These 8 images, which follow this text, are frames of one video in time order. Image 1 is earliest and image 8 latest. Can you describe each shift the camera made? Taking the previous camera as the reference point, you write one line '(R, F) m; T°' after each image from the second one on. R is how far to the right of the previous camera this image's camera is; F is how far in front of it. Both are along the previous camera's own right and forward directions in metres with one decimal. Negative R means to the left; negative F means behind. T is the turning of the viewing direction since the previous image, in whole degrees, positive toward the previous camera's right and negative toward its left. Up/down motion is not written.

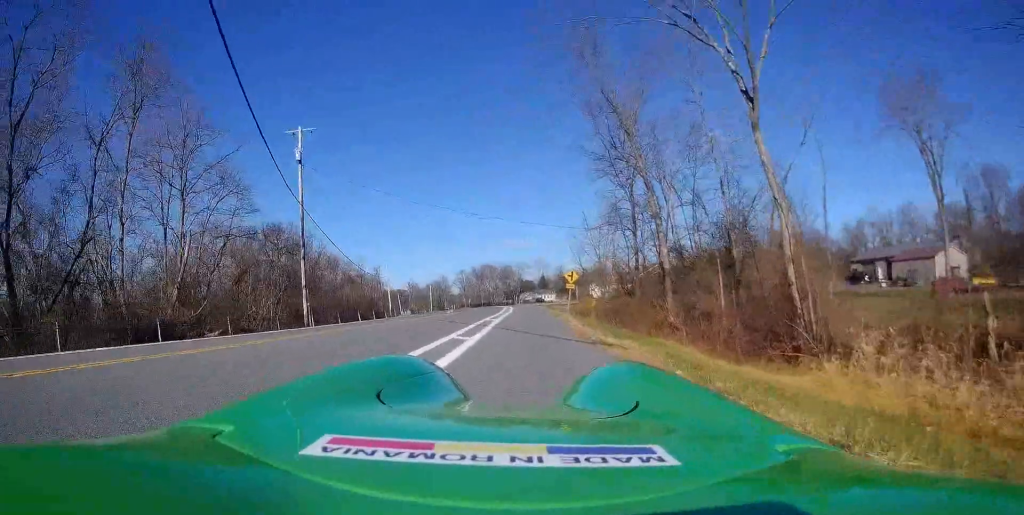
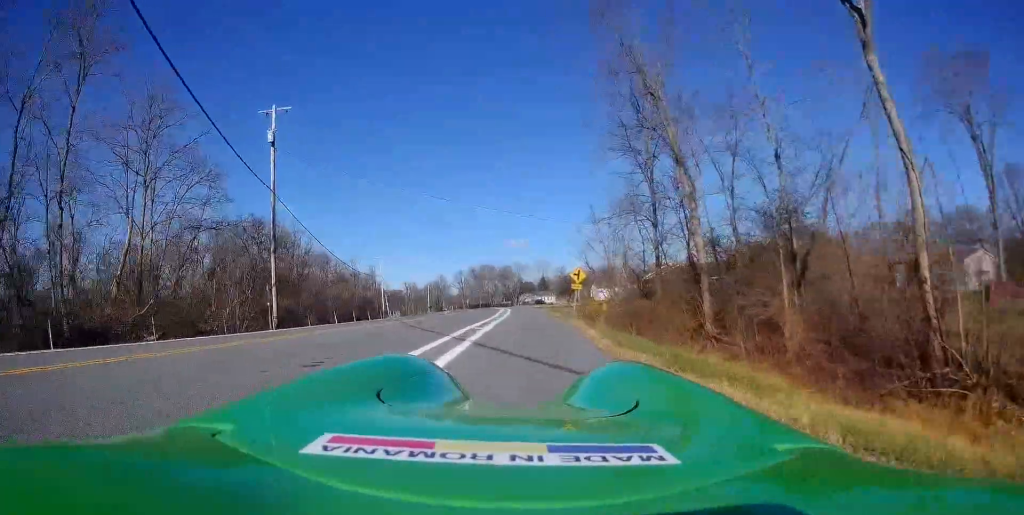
(+0.1, +5.1) m; -1°
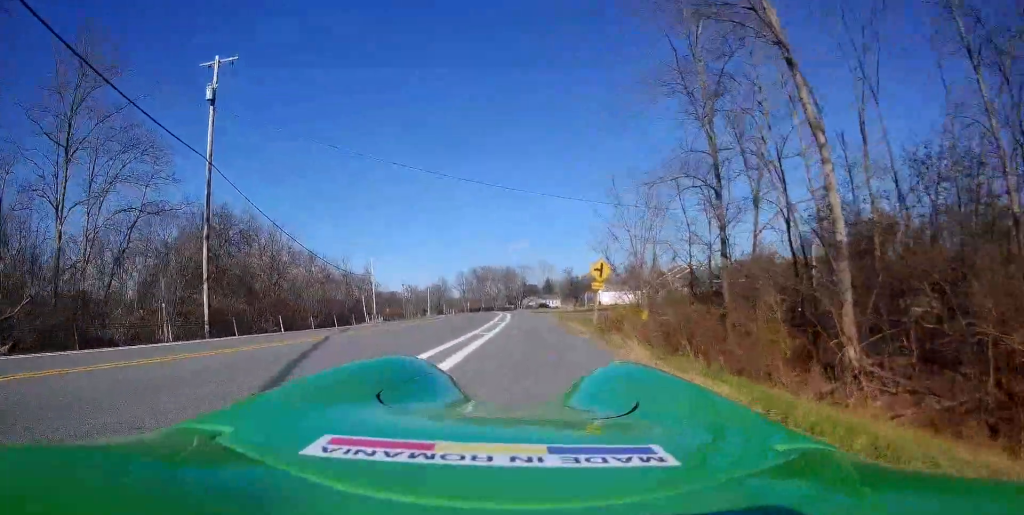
(-0.4, +9.2) m; -1°
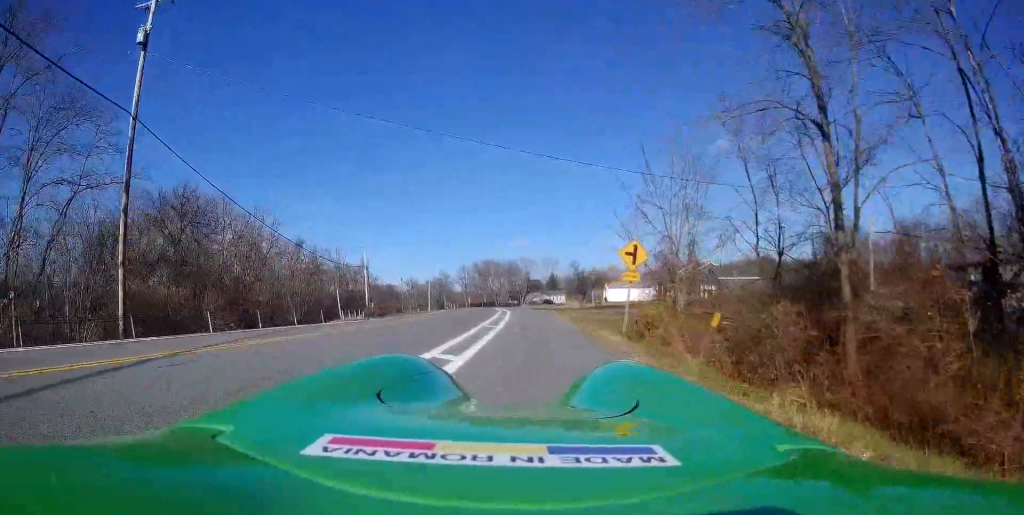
(+0.2, +7.2) m; 0°
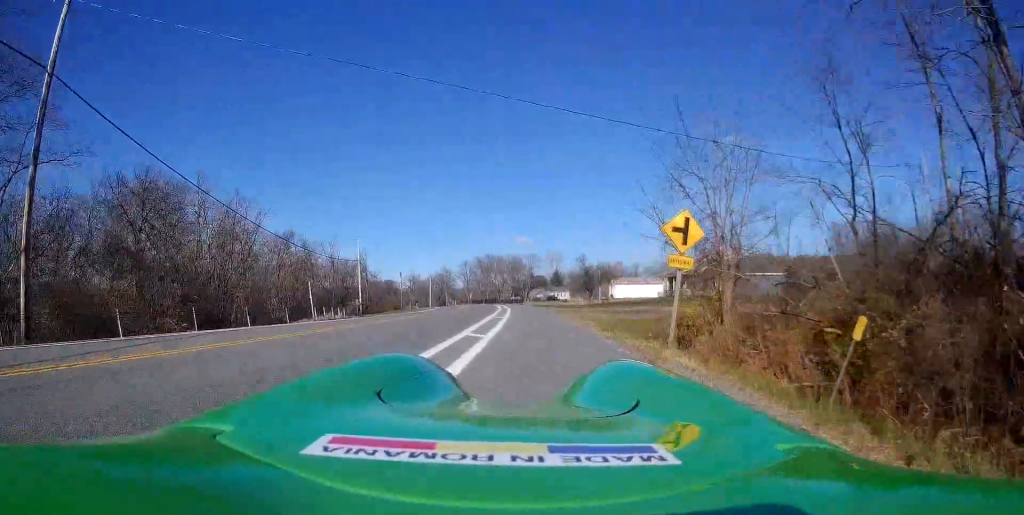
(-0.1, +5.8) m; 0°
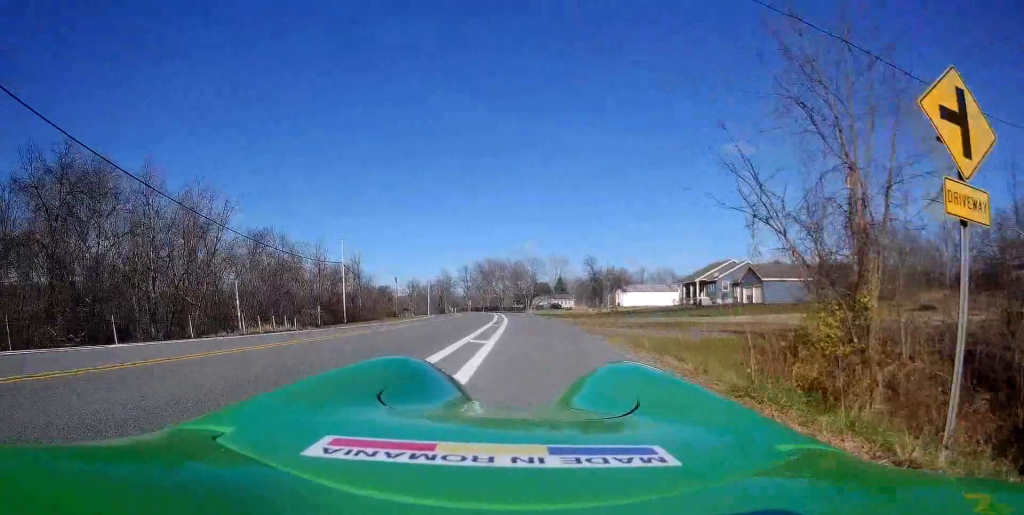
(+0.1, +9.3) m; +2°
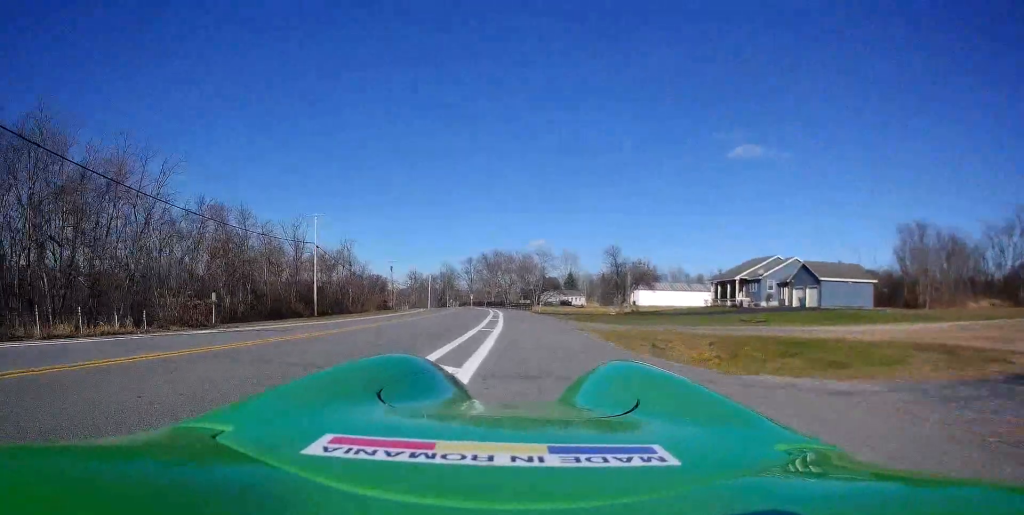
(-0.2, +14.0) m; -5°
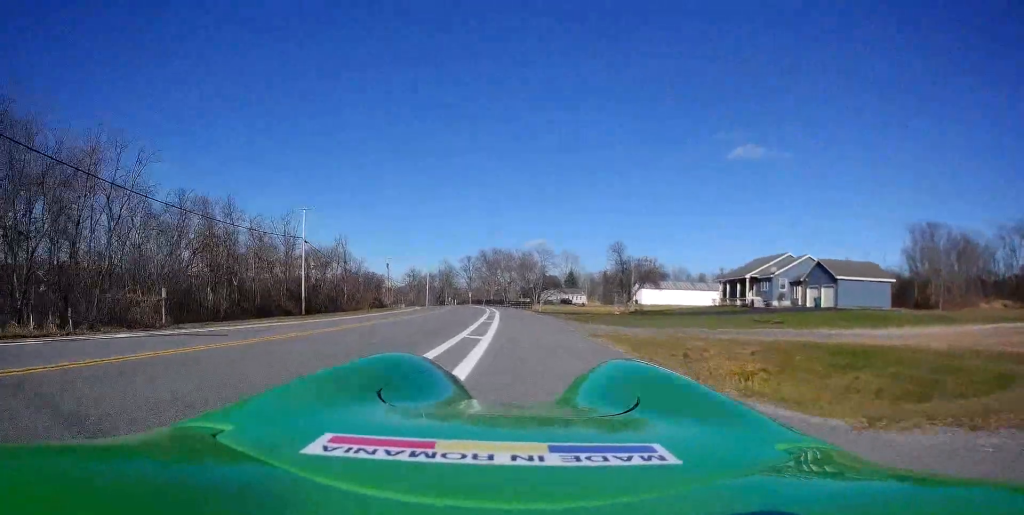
(-0.3, +3.6) m; -1°
